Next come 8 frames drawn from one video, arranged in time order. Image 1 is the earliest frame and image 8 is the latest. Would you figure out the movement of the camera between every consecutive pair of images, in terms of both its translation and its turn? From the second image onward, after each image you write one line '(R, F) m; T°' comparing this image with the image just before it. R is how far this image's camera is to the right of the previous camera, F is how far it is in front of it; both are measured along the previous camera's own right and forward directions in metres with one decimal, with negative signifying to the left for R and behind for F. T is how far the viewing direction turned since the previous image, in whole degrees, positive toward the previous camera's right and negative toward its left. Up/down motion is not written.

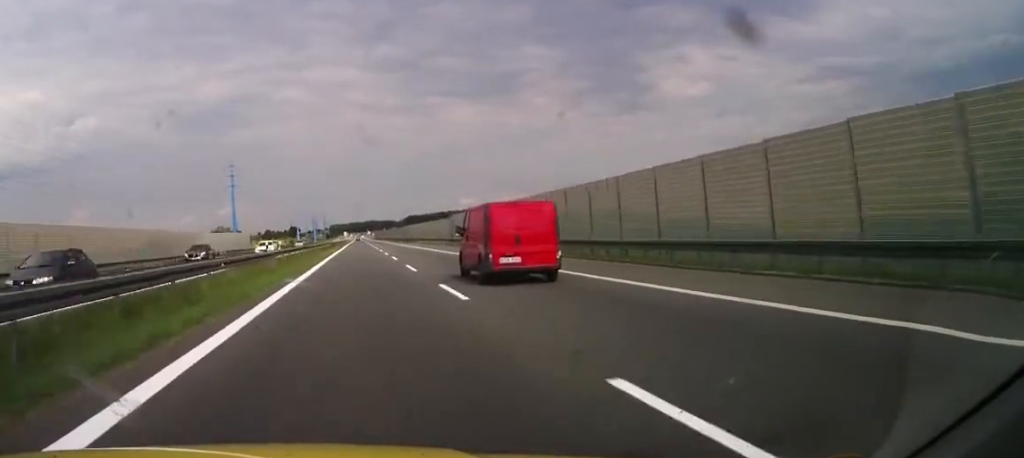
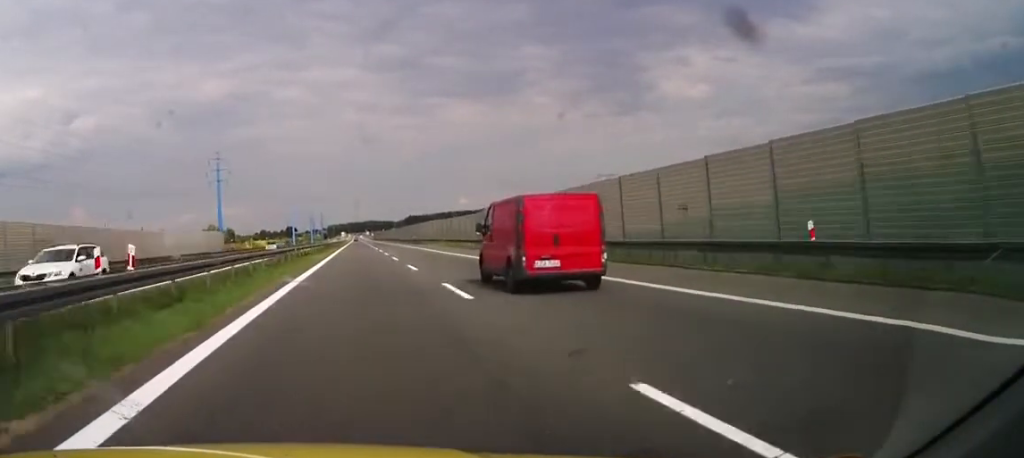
(0.0, +24.0) m; 0°
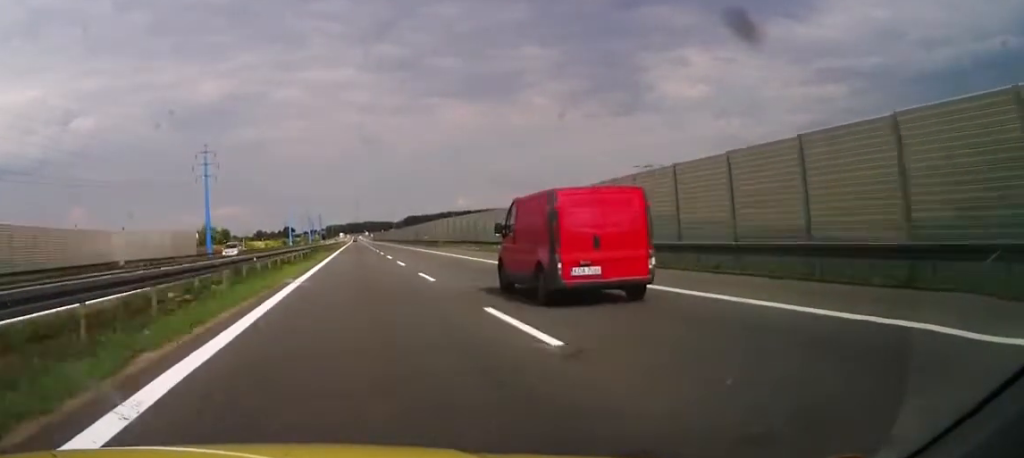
(0.0, +17.4) m; 0°
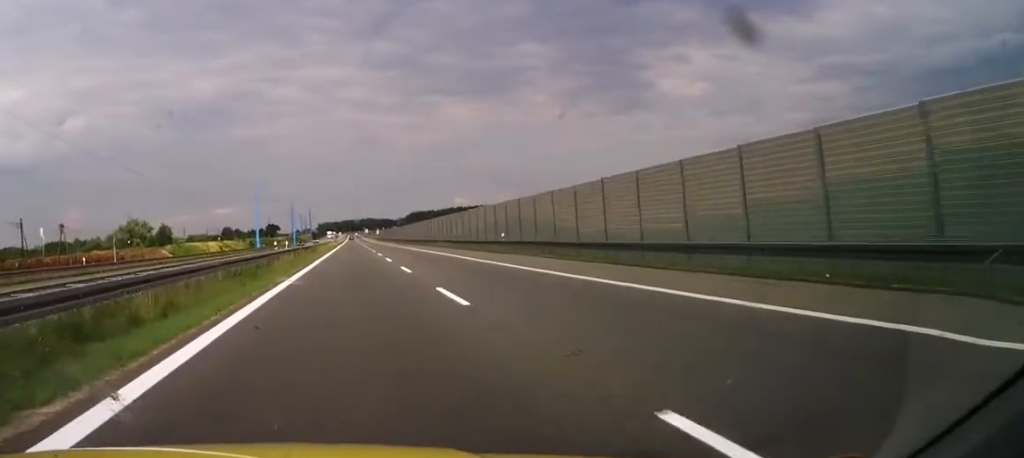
(+0.1, +150.0) m; 0°
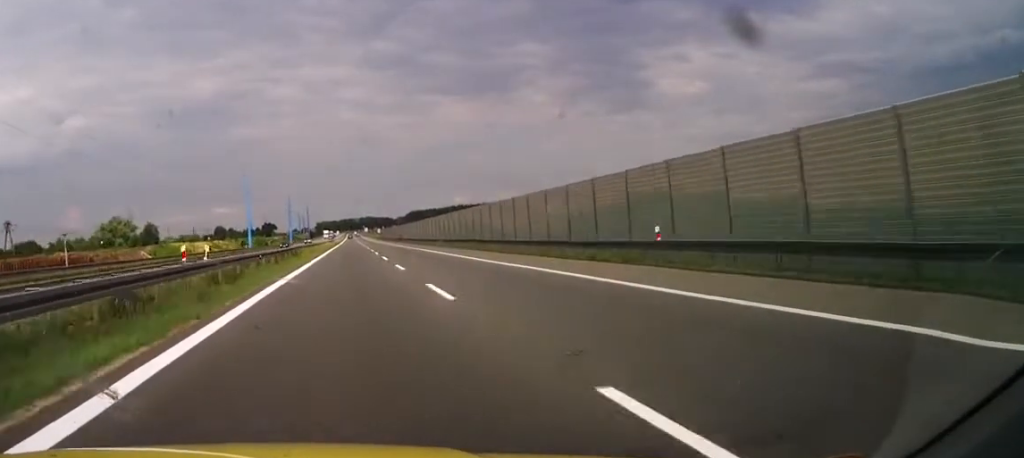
(0.0, +23.2) m; 0°
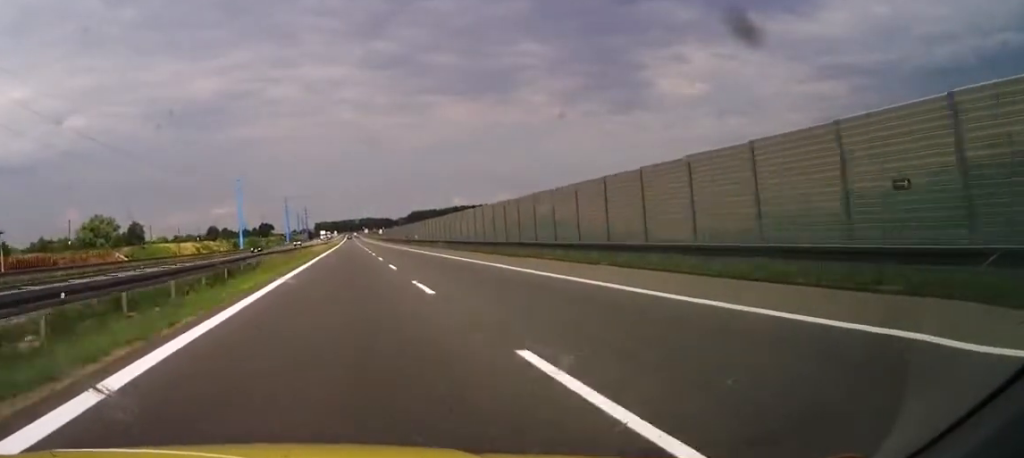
(+0.1, +21.7) m; 0°
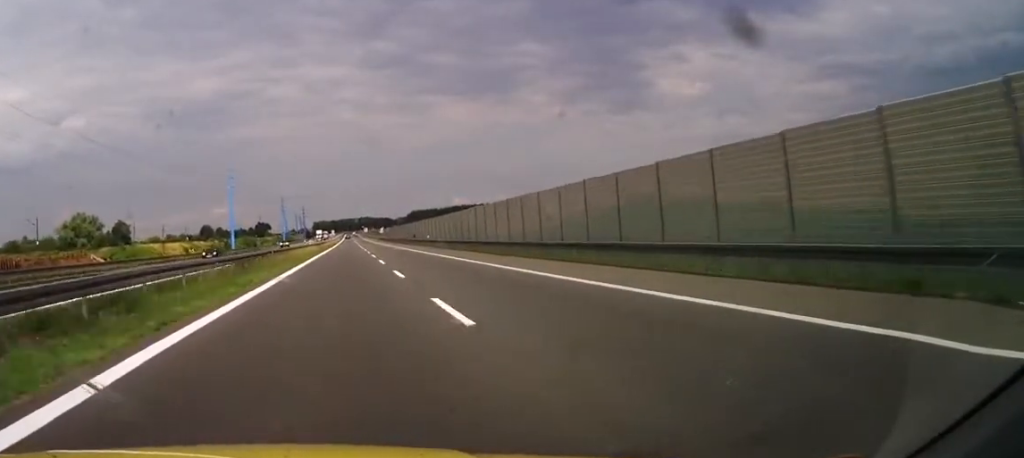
(0.0, +17.6) m; 0°
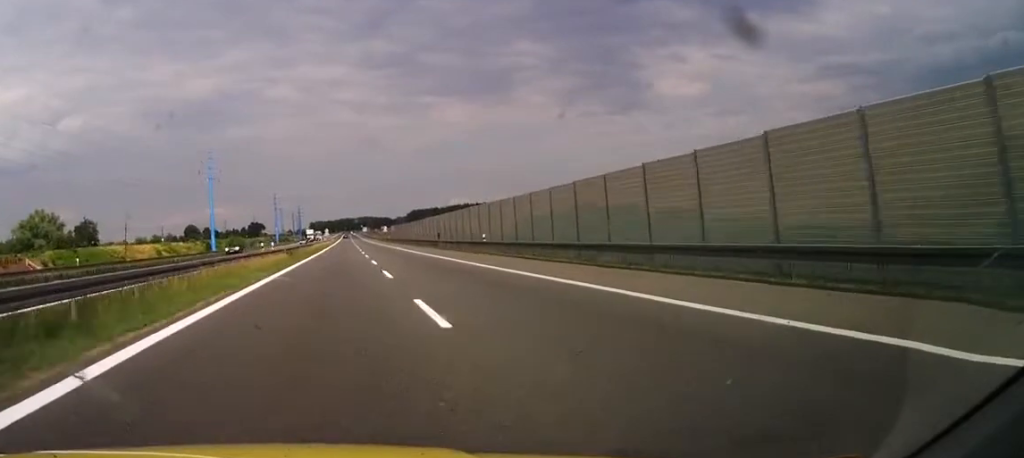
(0.0, +35.1) m; 0°
